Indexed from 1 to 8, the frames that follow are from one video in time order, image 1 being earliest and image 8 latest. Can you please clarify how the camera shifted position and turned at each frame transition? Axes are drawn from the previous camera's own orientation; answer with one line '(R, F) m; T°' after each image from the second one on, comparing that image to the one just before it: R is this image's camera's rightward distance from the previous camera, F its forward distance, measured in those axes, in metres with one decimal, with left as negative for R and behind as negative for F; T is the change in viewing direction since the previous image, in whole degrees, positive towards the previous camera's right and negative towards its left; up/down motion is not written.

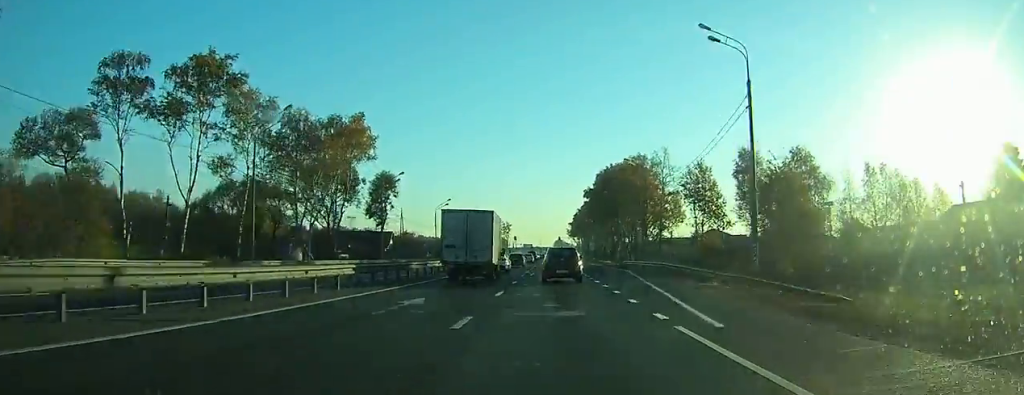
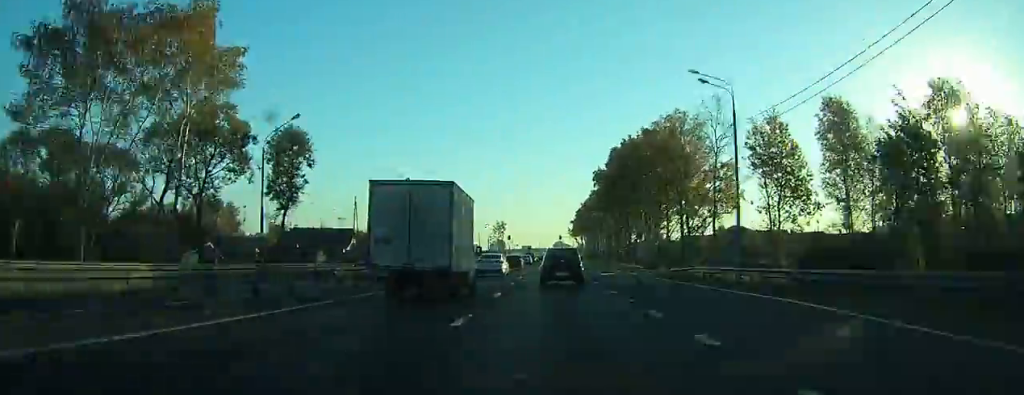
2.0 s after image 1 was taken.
(0.0, +33.9) m; 0°
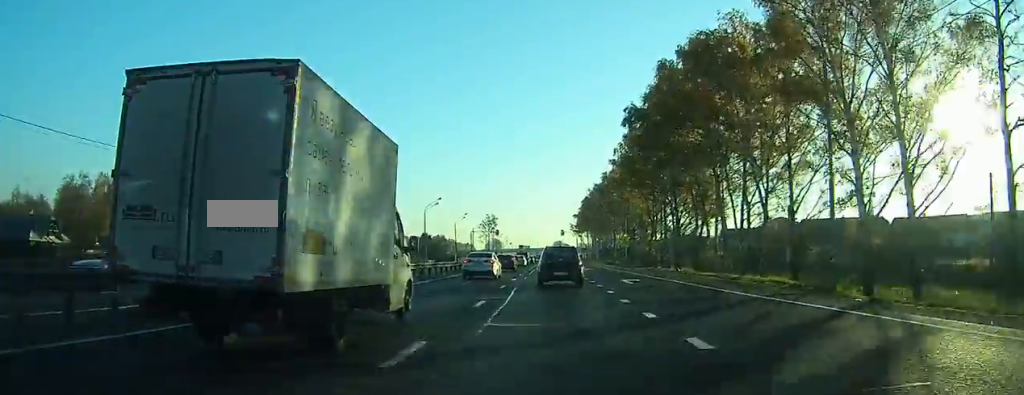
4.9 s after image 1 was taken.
(+0.1, +44.5) m; 0°
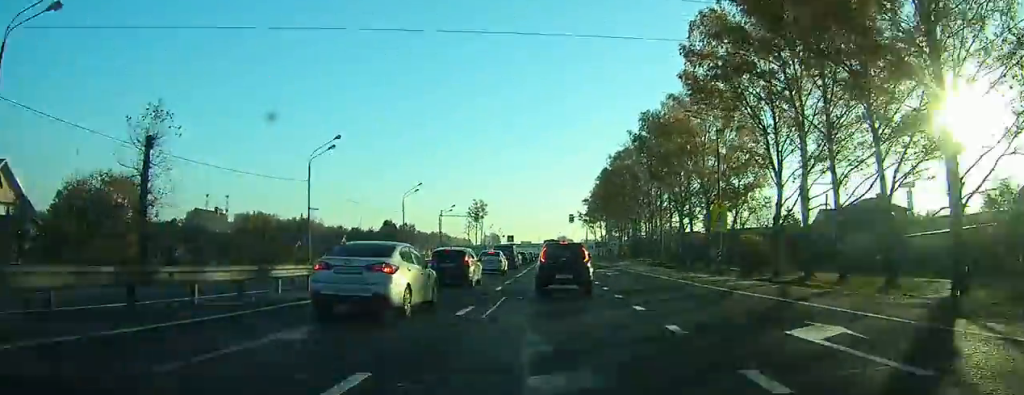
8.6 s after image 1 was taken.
(+0.1, +45.6) m; +1°
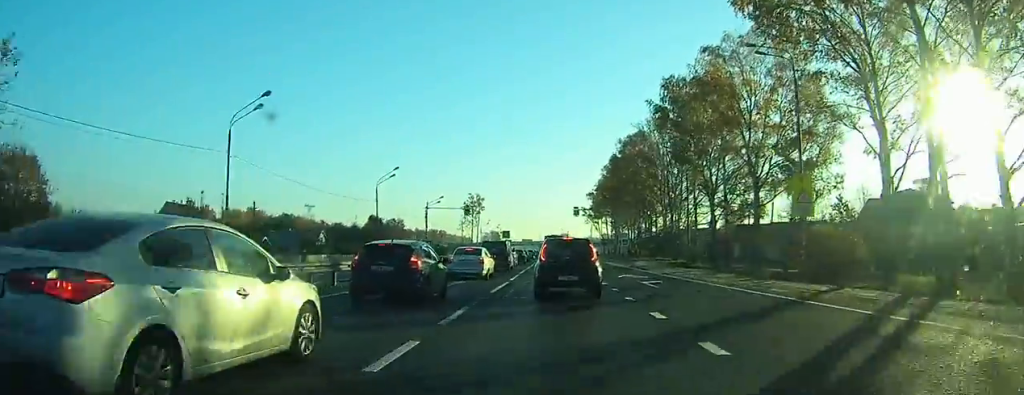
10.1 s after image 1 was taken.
(0.0, +15.7) m; +1°
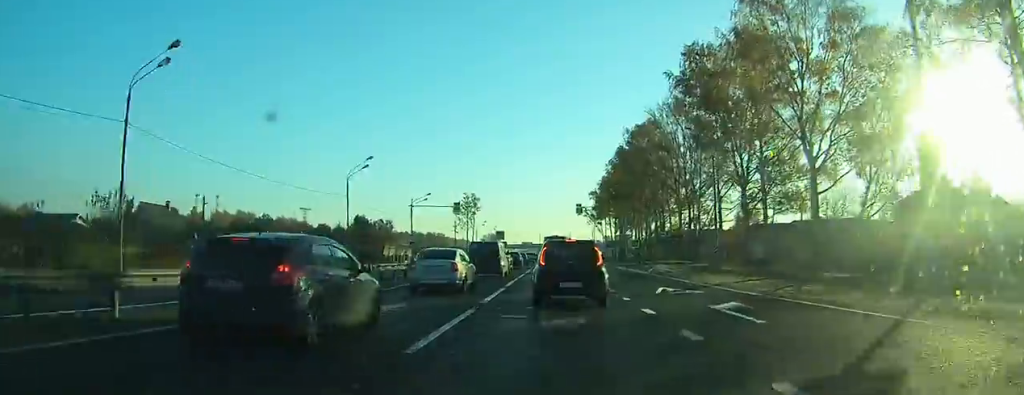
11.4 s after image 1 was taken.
(+0.2, +11.8) m; +1°
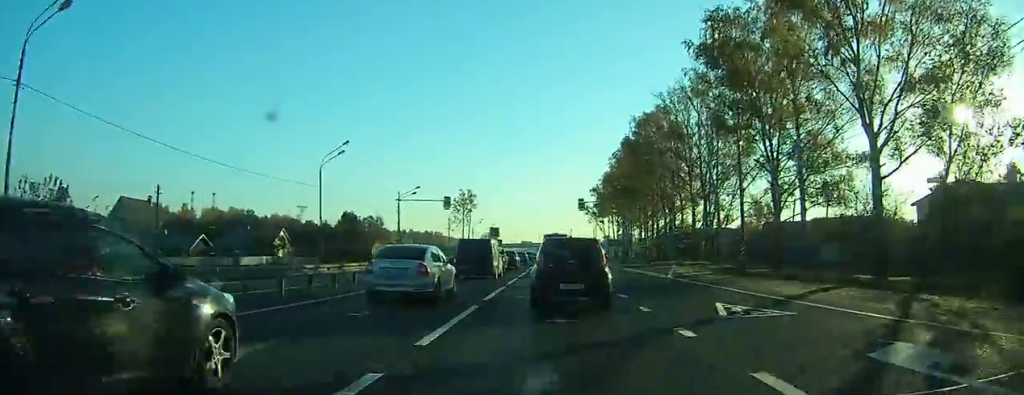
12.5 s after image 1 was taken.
(+0.1, +8.7) m; 0°
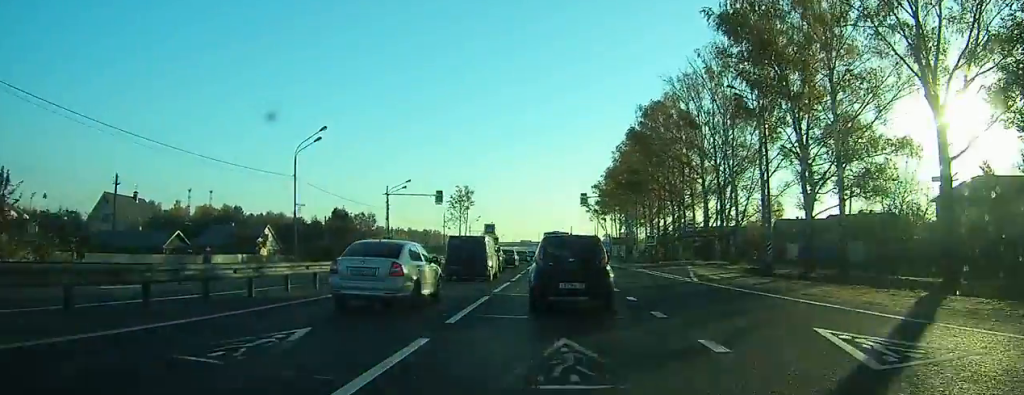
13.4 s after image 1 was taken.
(+0.1, +6.2) m; -1°
